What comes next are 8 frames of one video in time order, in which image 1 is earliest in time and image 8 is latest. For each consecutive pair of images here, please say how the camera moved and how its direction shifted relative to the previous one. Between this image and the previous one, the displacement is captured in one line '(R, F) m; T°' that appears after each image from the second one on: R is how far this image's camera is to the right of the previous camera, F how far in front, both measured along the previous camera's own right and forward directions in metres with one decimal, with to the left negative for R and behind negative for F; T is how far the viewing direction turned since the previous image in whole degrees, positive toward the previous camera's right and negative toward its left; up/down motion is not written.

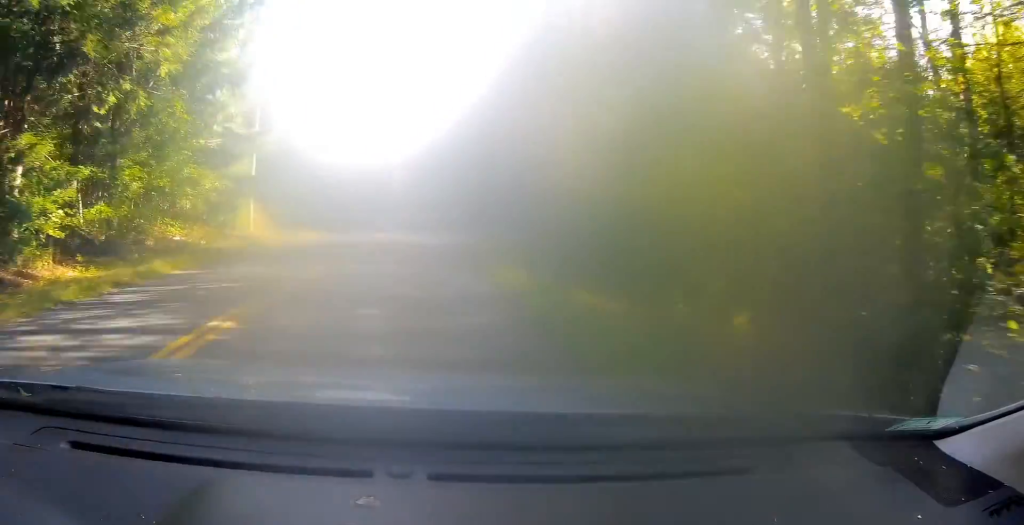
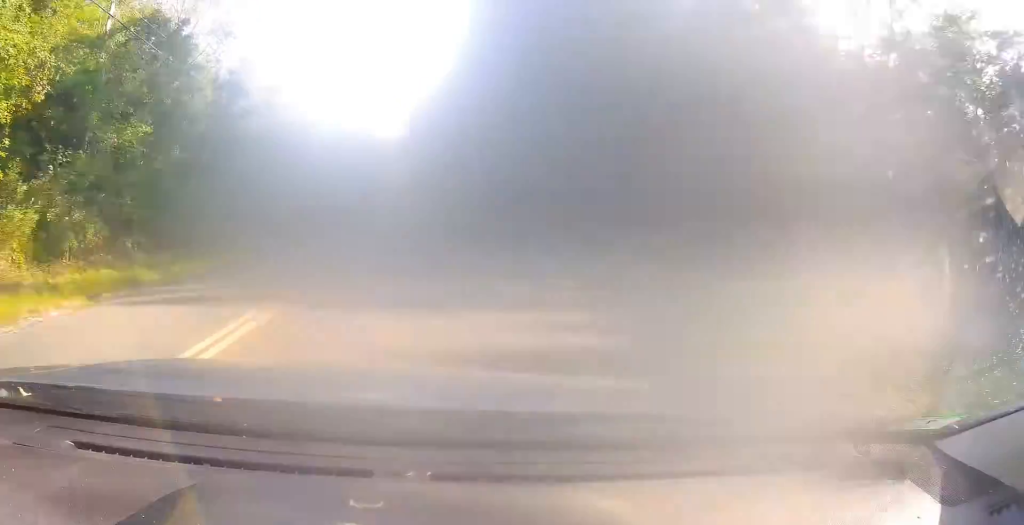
(-0.4, +28.3) m; -2°
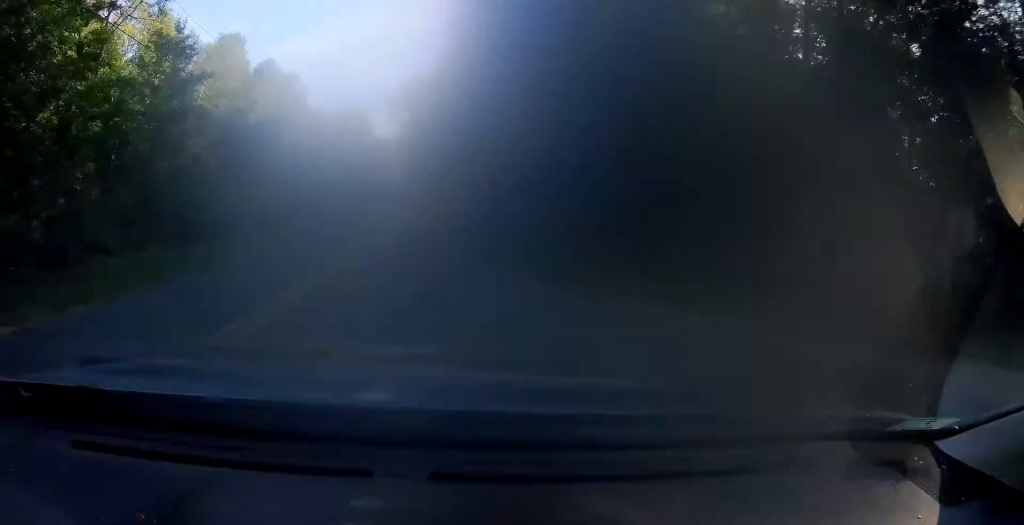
(+0.1, +11.3) m; -1°
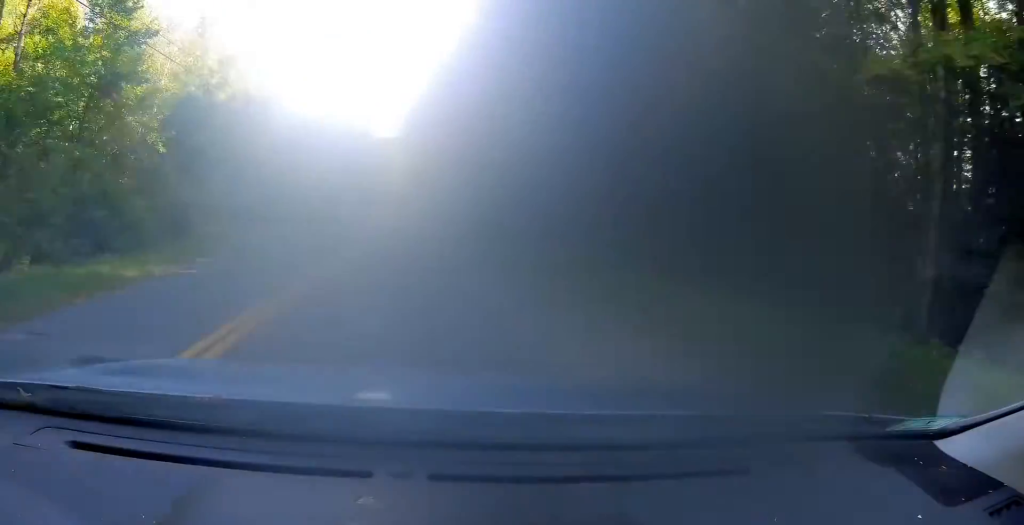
(-0.2, +8.4) m; -1°
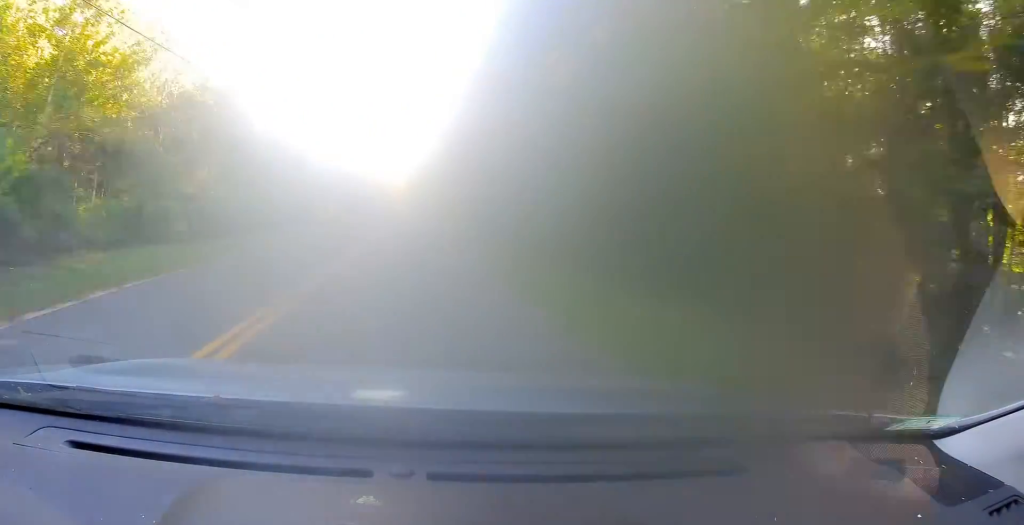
(-0.3, +27.3) m; 0°
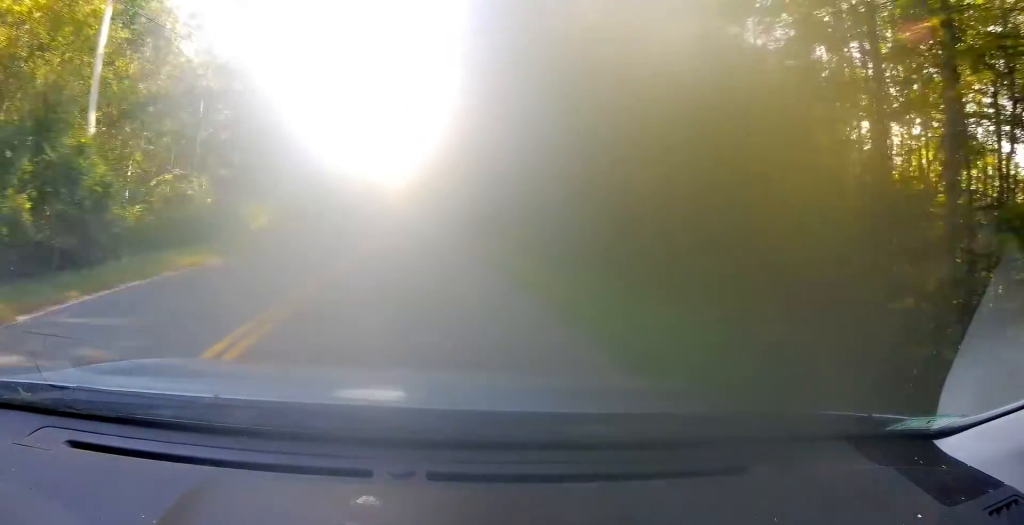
(+0.1, +18.3) m; 0°
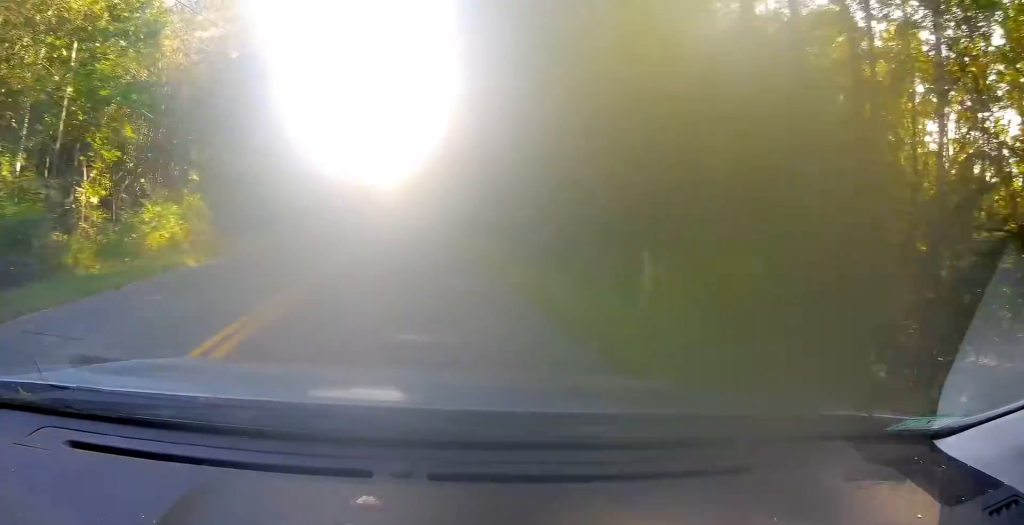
(0.0, +12.7) m; 0°
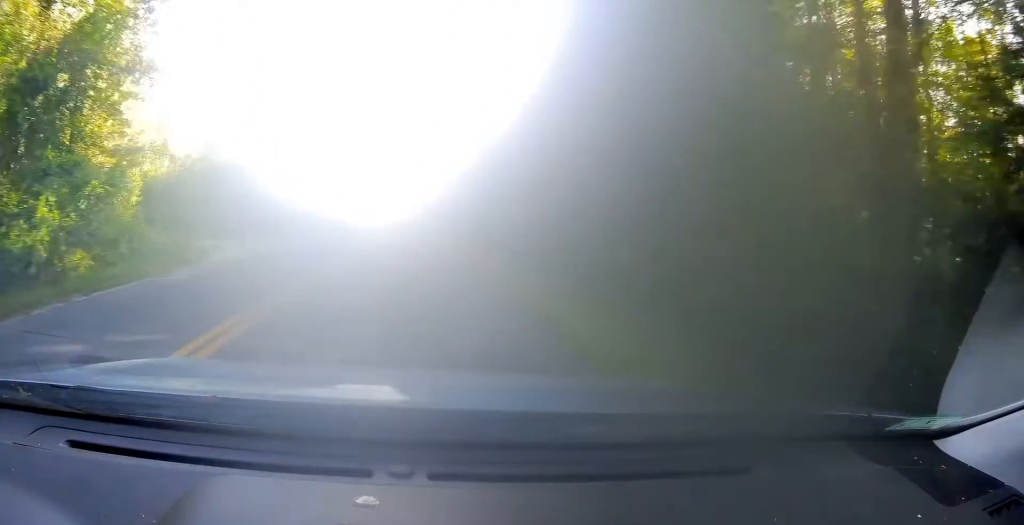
(+0.2, +35.6) m; +1°
